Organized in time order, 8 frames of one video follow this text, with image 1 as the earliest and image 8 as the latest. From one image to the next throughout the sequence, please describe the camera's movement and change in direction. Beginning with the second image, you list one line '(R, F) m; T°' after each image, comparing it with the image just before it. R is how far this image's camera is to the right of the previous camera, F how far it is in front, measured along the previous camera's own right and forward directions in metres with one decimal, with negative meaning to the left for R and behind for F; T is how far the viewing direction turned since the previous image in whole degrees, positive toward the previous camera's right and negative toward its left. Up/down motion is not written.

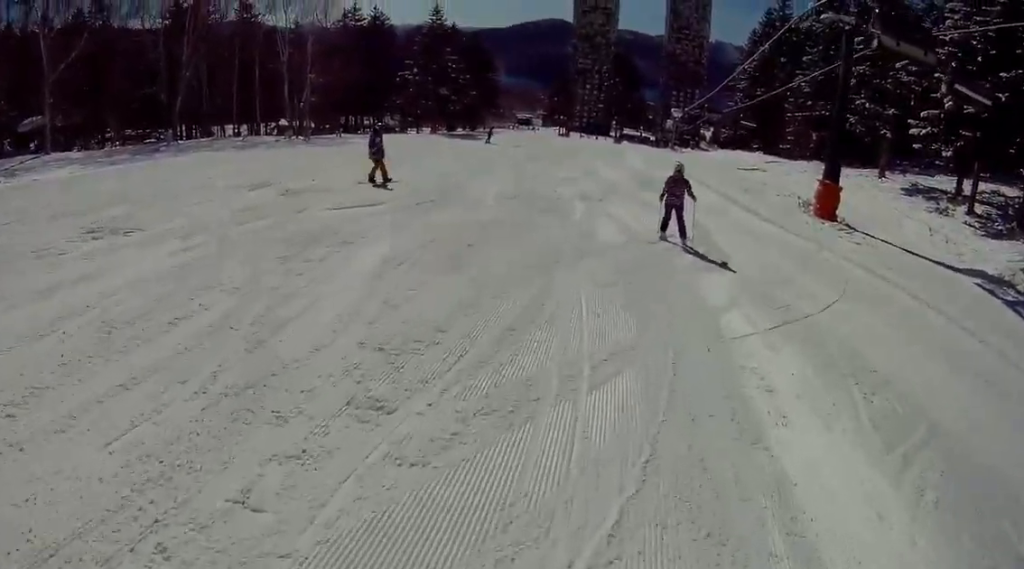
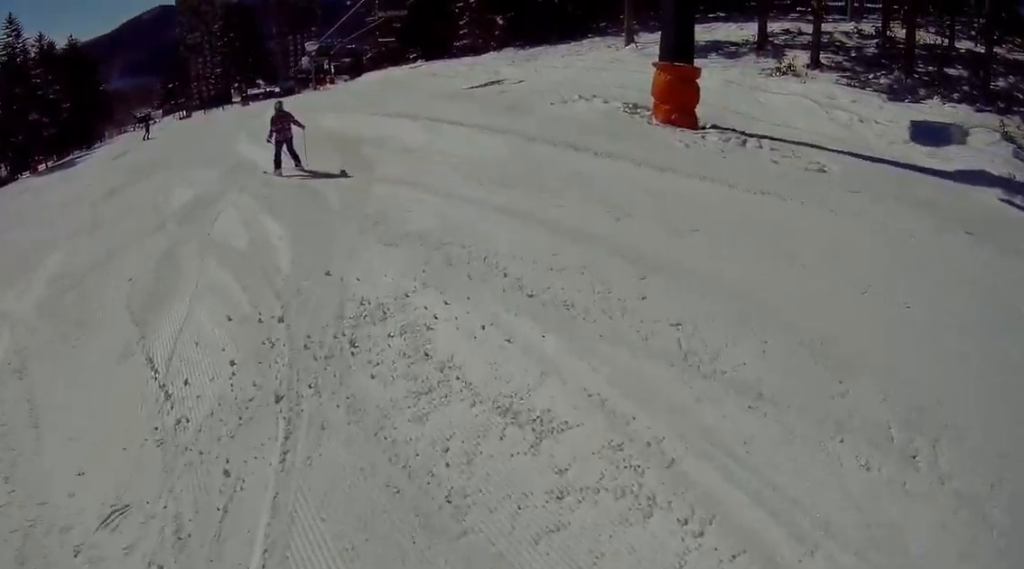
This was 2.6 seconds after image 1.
(+2.3, +13.6) m; +9°
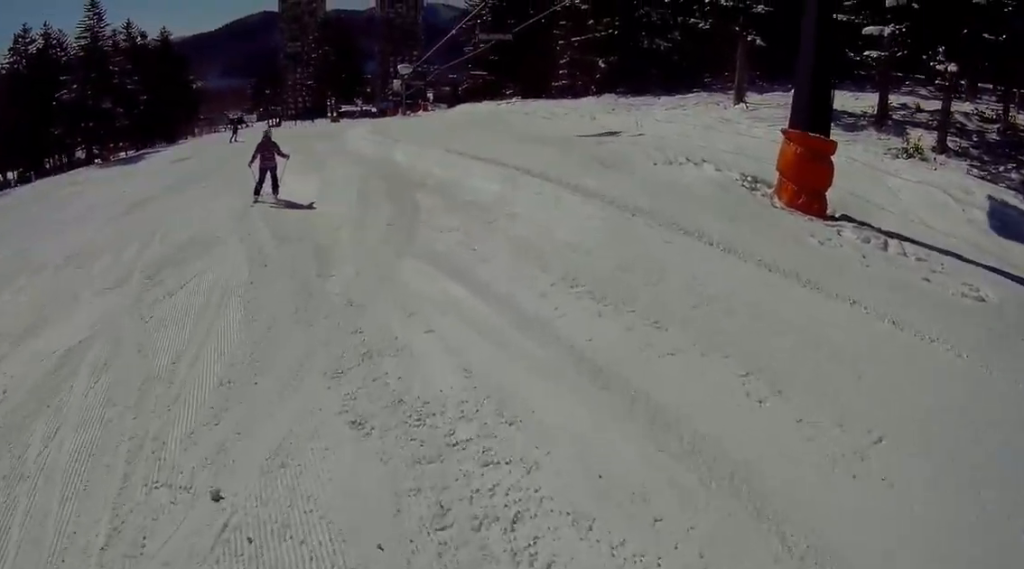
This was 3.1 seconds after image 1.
(-0.1, +3.1) m; -7°
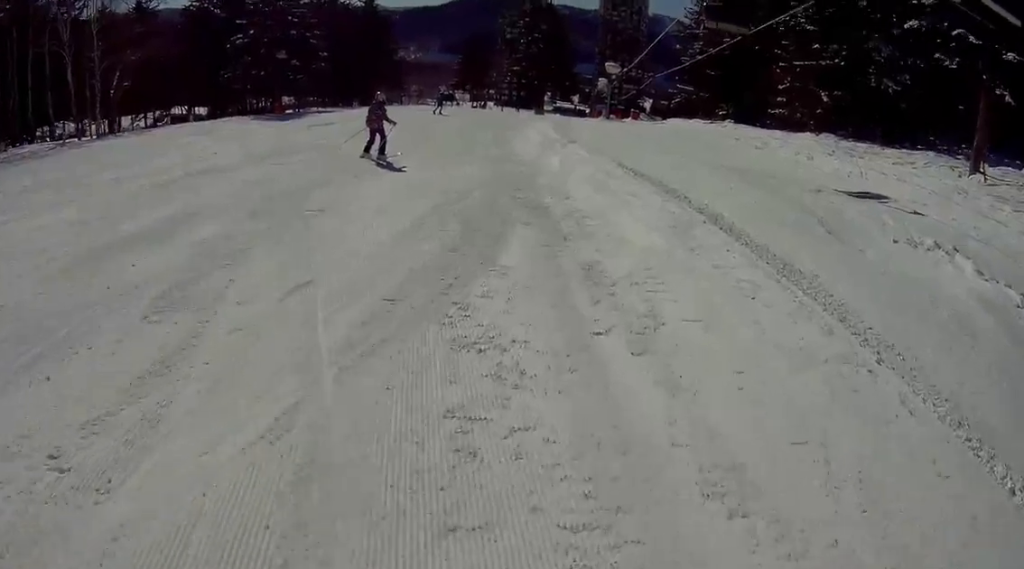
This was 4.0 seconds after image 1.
(-0.3, +4.9) m; -11°
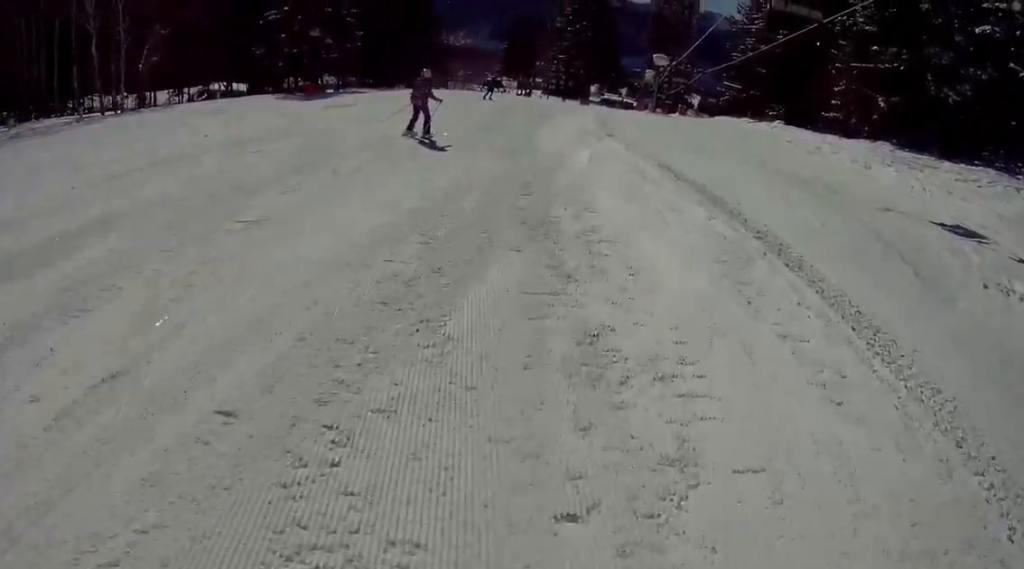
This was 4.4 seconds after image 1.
(-0.4, +2.1) m; -4°
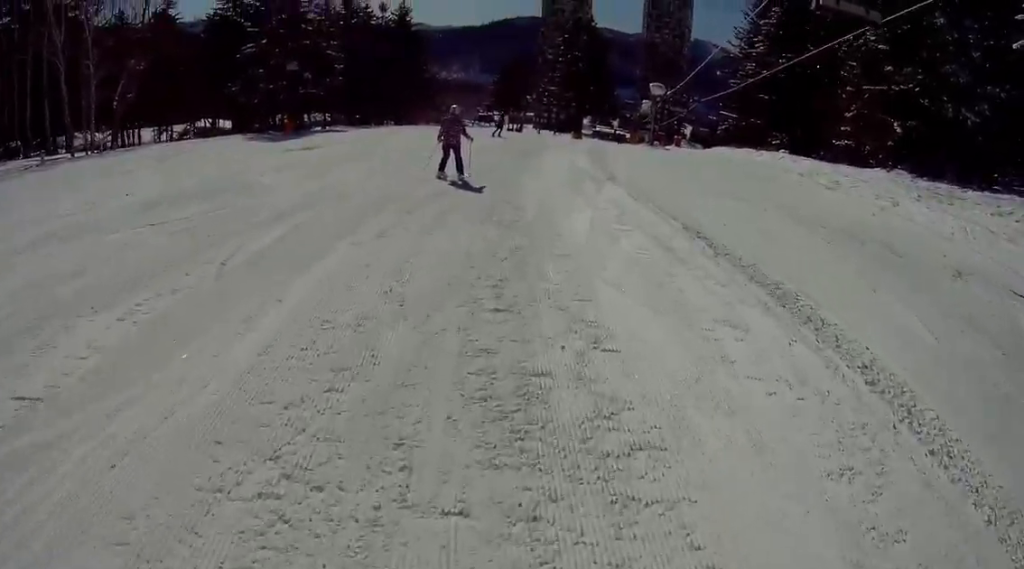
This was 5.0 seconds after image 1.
(-0.2, +3.2) m; +1°
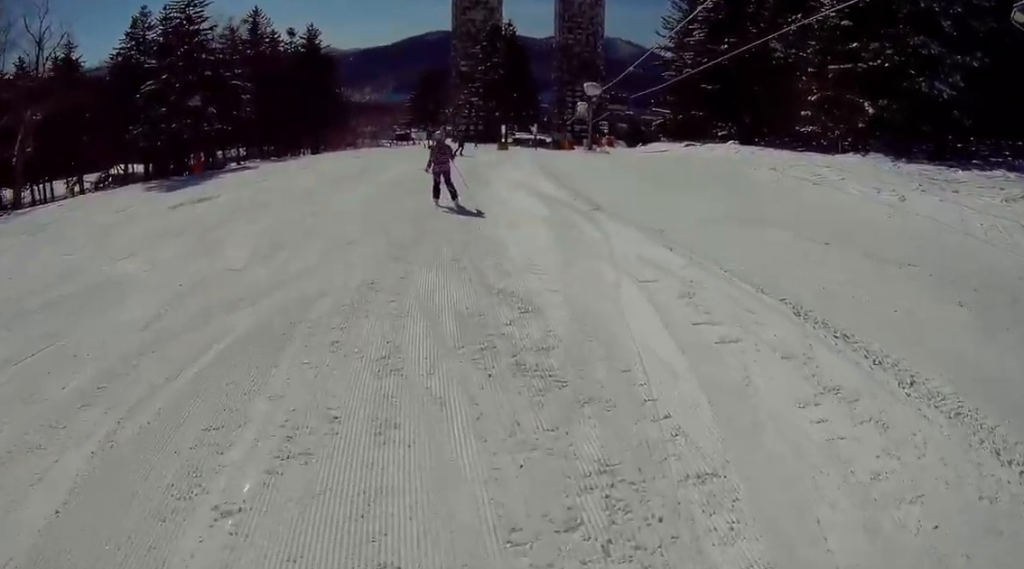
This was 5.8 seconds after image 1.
(+0.2, +4.6) m; +11°
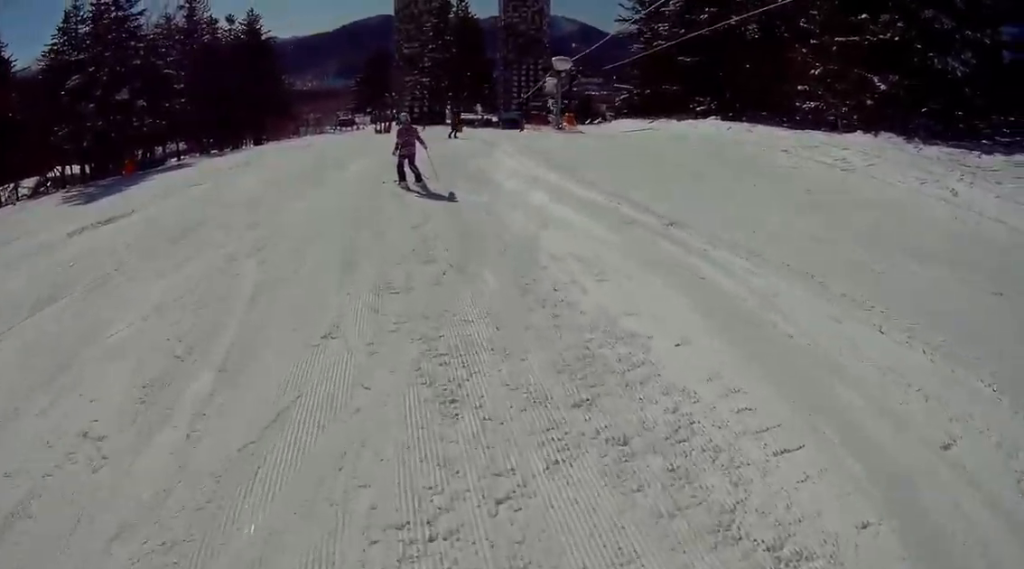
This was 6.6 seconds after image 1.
(+0.7, +4.5) m; +8°
